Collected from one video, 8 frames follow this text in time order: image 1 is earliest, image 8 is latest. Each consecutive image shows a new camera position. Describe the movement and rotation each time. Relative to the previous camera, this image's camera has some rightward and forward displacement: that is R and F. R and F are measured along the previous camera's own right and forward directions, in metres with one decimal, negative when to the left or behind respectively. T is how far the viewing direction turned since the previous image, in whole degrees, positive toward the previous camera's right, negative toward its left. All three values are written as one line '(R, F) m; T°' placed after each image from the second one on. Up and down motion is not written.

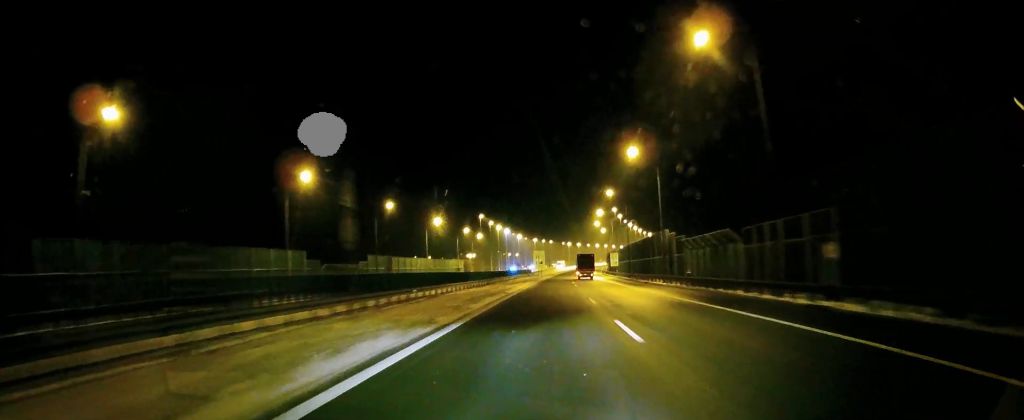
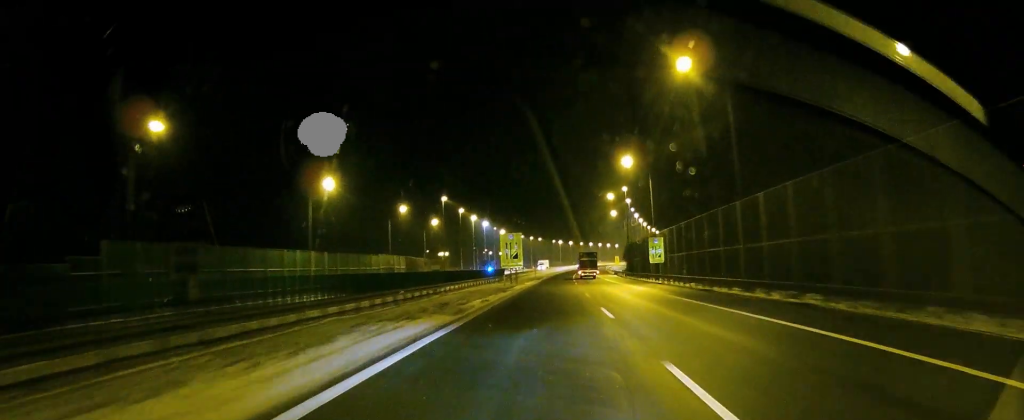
(-0.7, +54.7) m; +1°
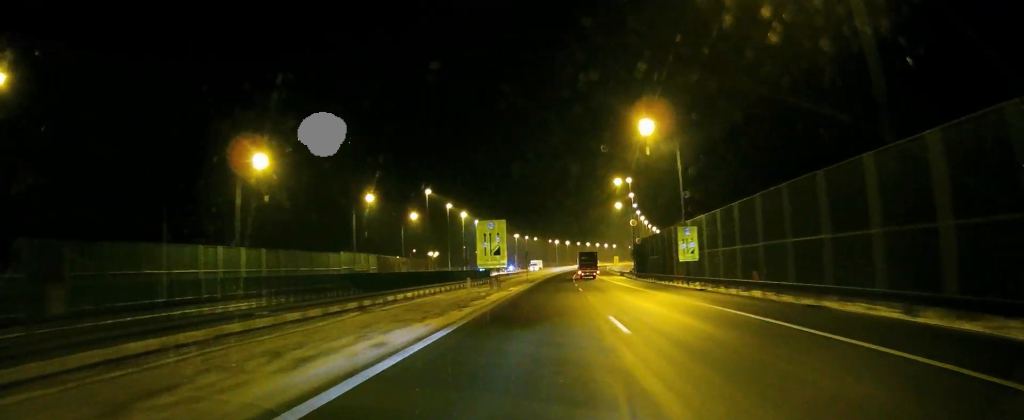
(-0.1, +16.2) m; +1°
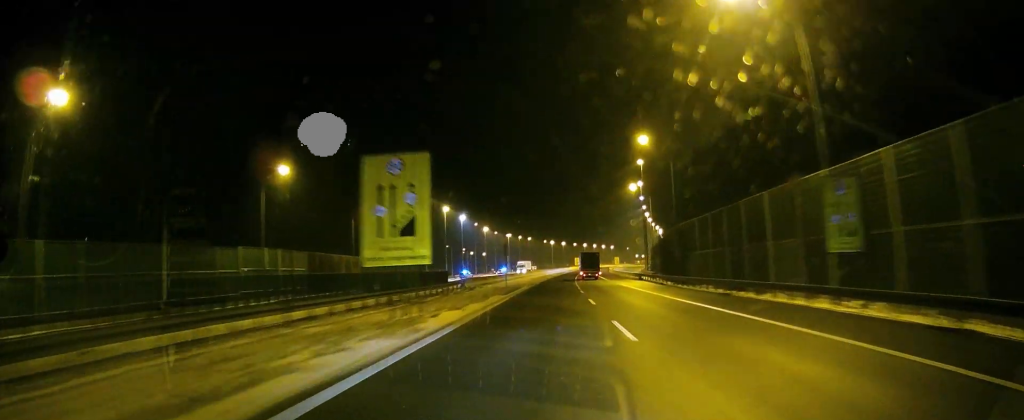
(+0.6, +25.5) m; +2°
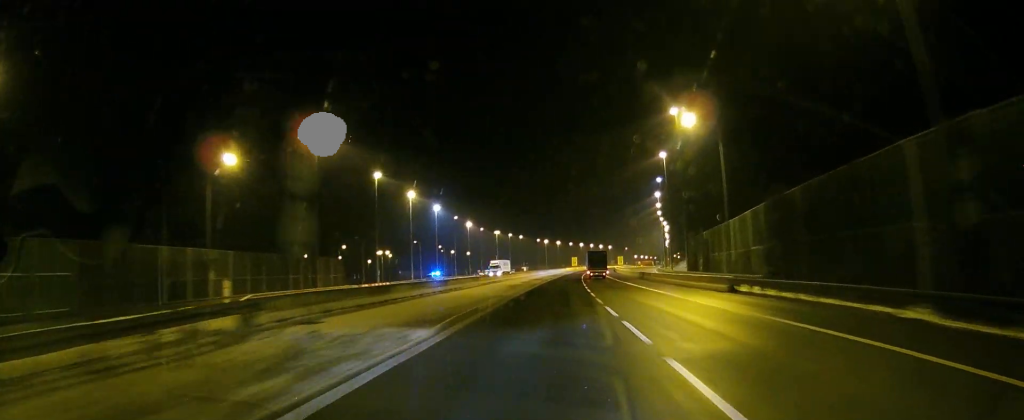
(+0.3, +36.6) m; +2°
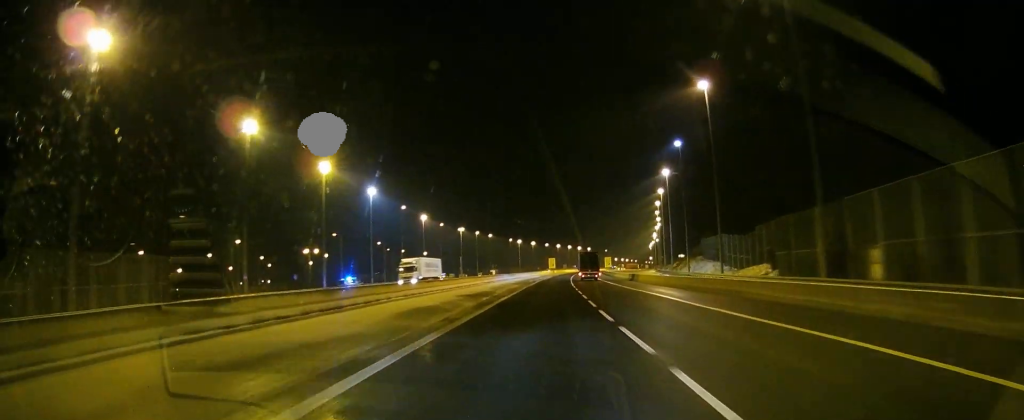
(+0.8, +41.8) m; +1°
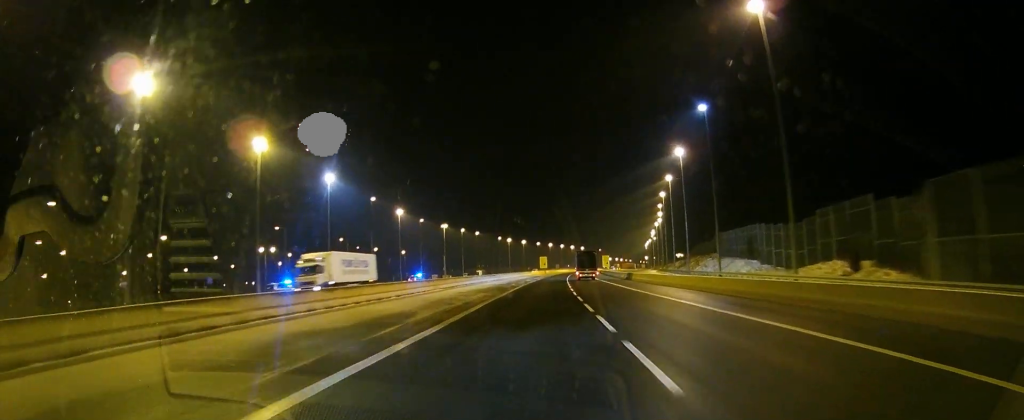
(0.0, +21.3) m; 0°
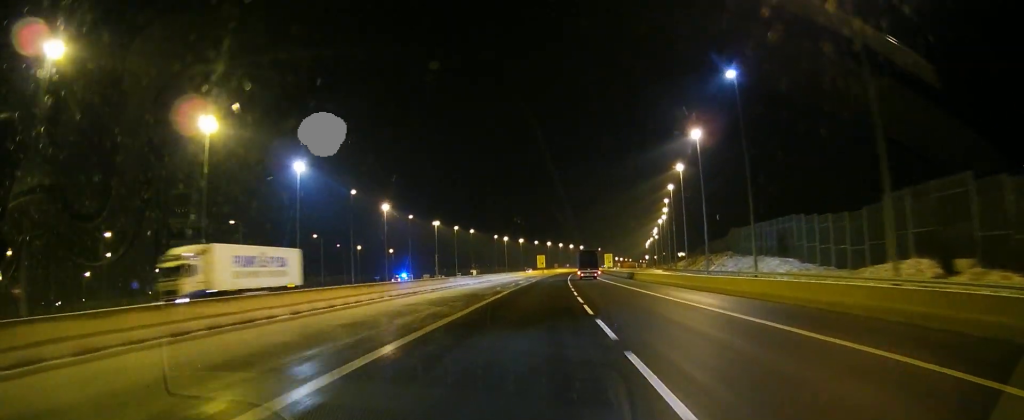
(0.0, +13.0) m; 0°
